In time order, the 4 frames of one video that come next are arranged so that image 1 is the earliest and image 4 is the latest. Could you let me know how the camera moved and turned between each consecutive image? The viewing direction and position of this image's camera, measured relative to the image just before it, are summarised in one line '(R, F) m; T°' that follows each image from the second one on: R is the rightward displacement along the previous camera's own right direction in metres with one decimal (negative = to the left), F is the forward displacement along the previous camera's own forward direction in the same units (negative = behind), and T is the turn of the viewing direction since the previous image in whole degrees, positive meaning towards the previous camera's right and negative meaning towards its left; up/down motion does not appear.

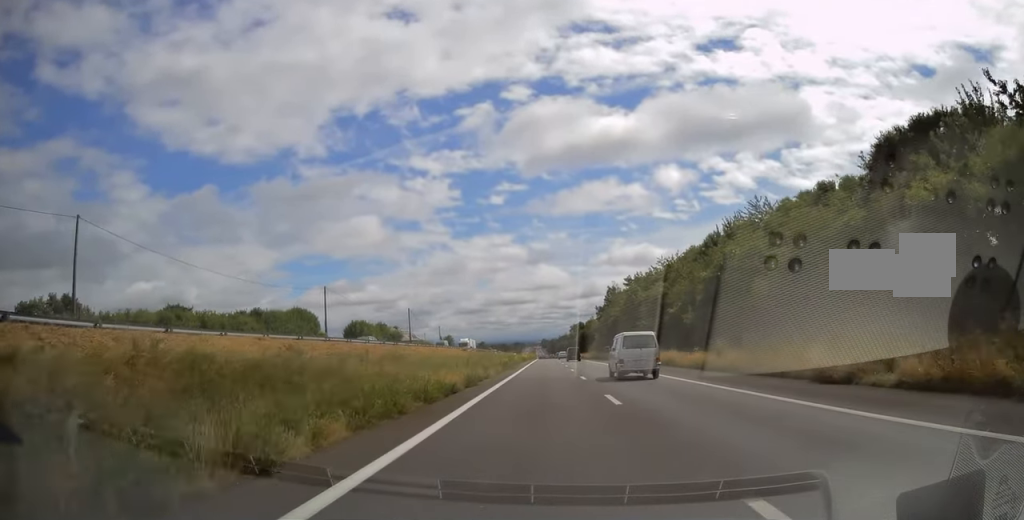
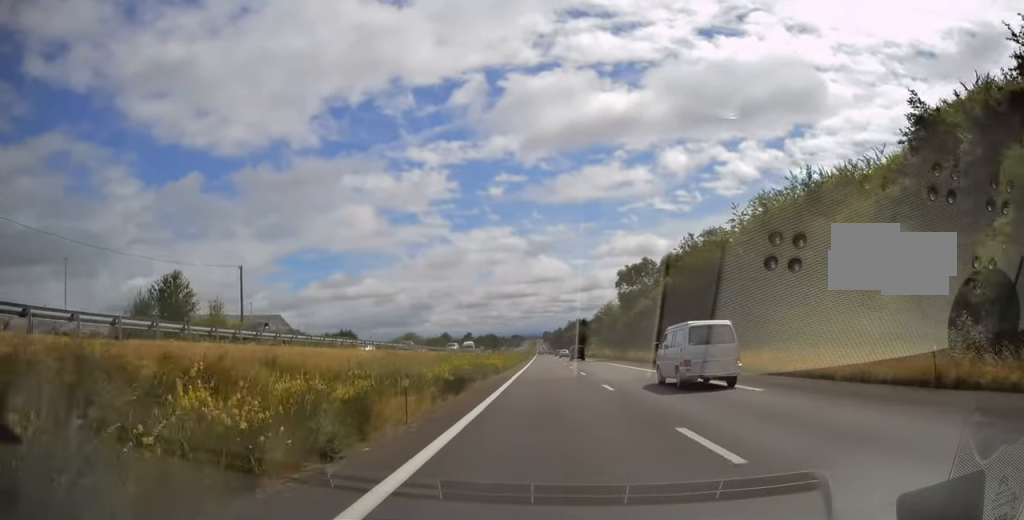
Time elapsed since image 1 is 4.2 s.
(+0.1, +131.4) m; 0°
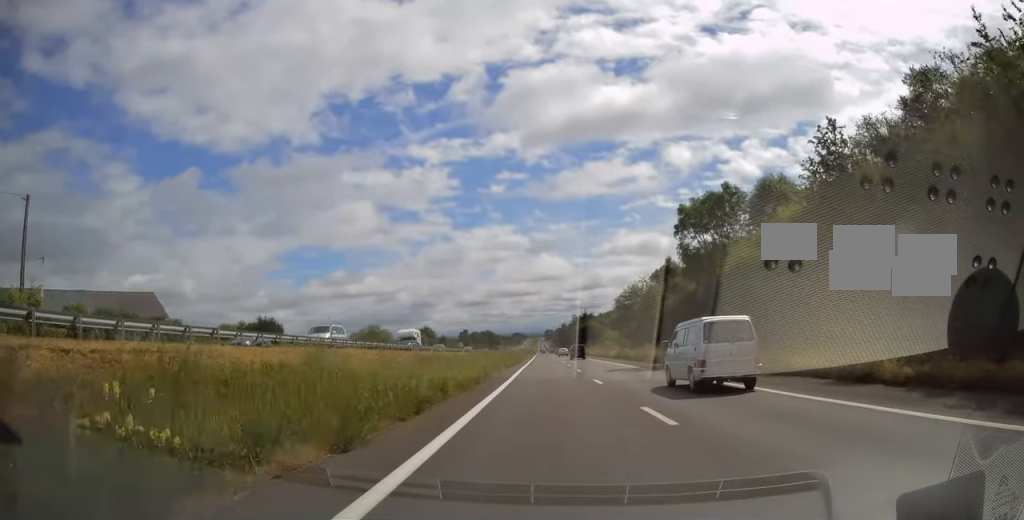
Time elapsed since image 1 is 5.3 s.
(-0.4, +33.8) m; -1°
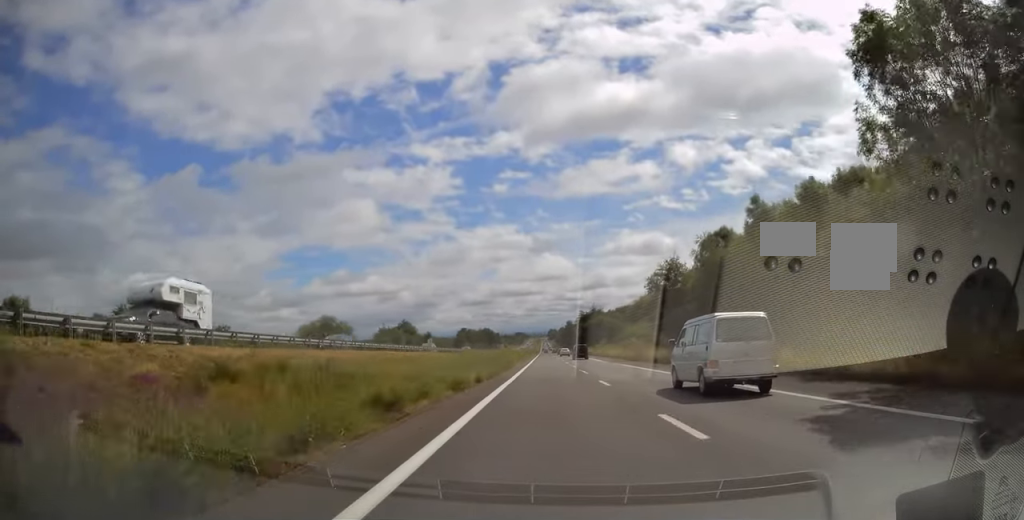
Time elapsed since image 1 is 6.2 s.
(-0.1, +26.5) m; 0°
